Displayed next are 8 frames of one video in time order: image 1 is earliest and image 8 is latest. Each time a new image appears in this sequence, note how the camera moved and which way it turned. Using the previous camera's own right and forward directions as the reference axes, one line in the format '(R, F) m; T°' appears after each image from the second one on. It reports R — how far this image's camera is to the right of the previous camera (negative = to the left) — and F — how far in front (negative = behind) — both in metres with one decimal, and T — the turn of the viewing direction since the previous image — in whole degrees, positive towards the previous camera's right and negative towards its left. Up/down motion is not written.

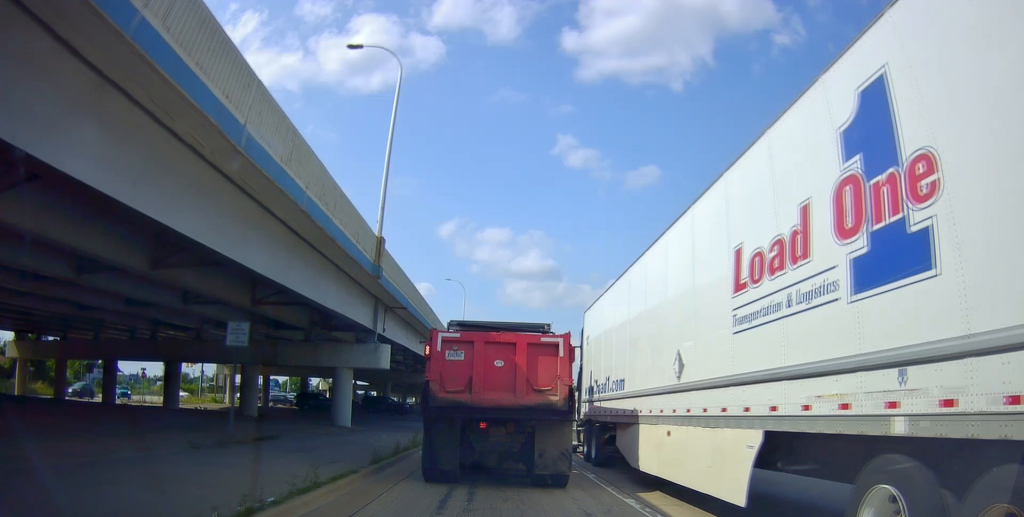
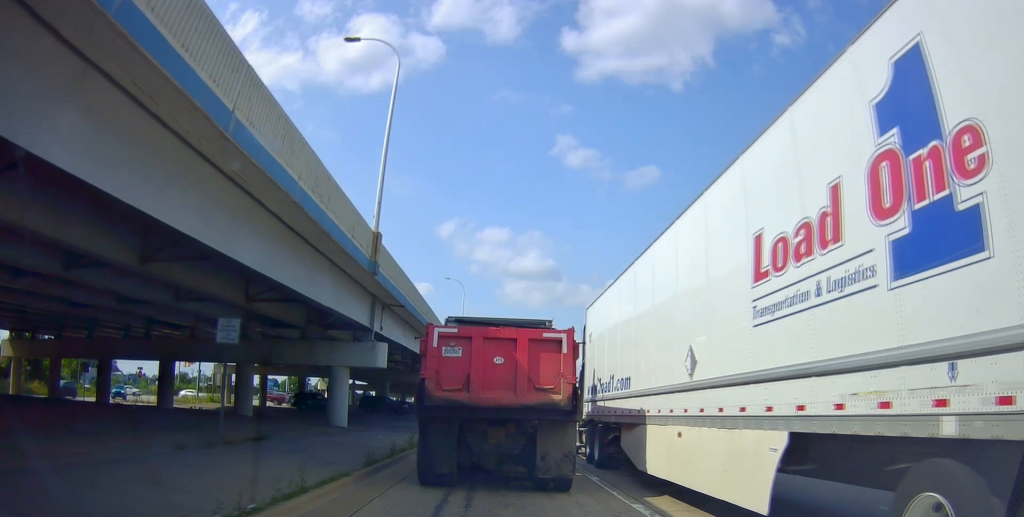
(+0.2, +0.6) m; 0°
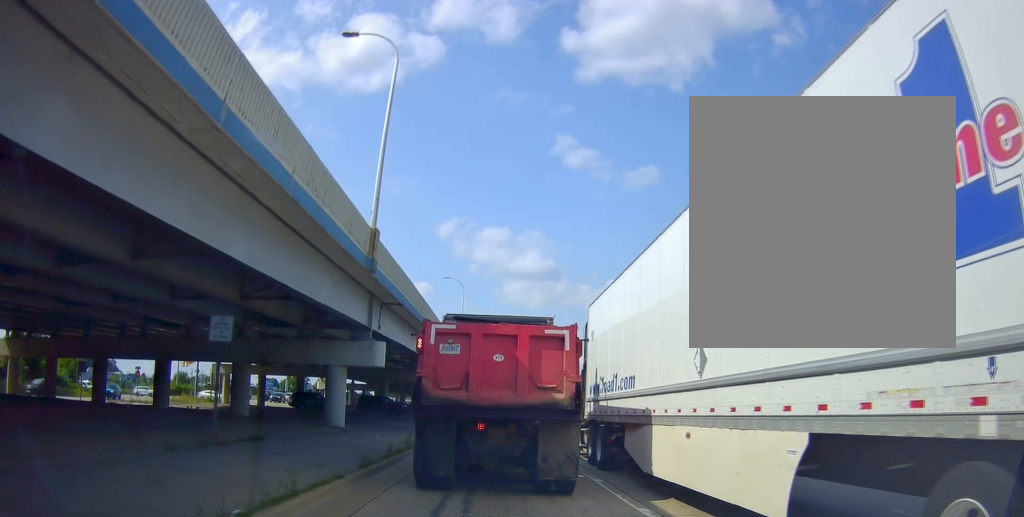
(+0.2, +0.6) m; 0°
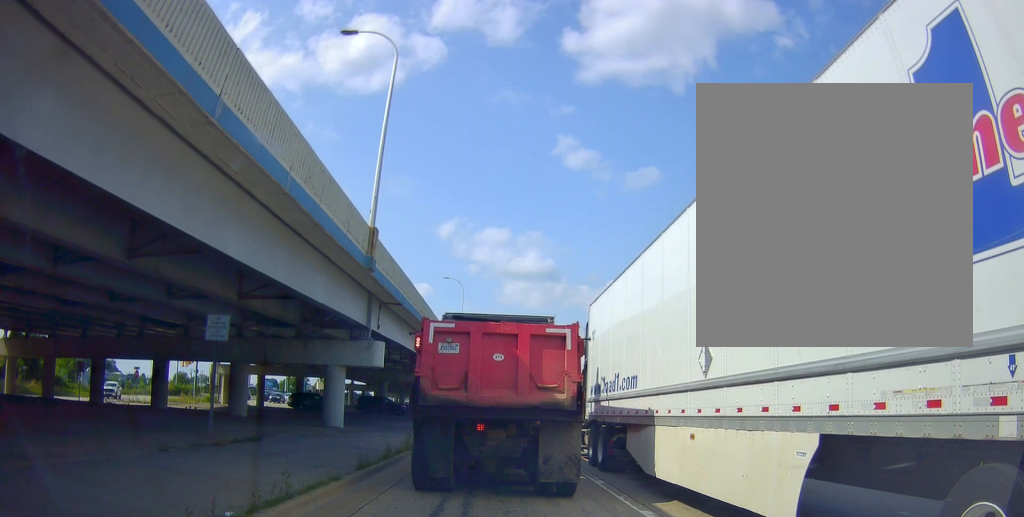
(-0.1, +1.3) m; 0°
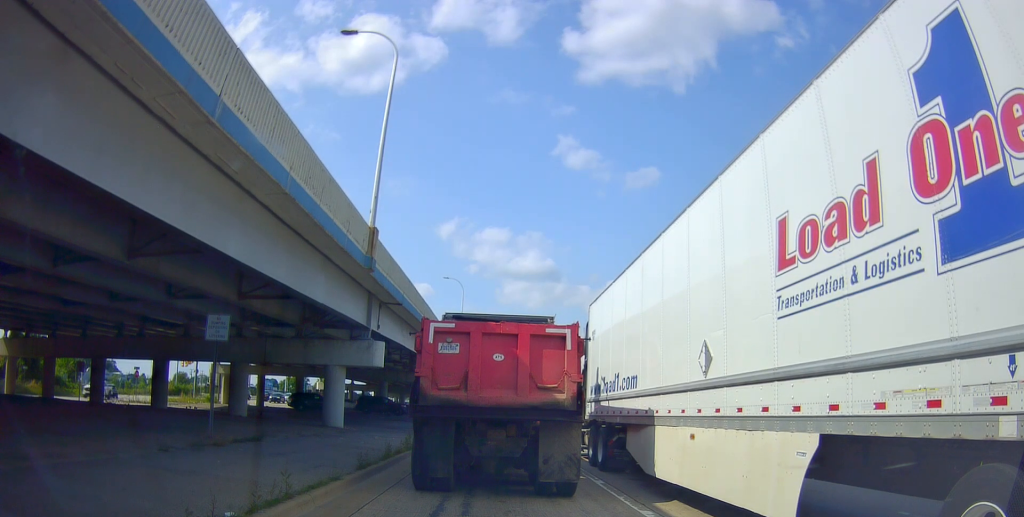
(0.0, 0.0) m; 0°
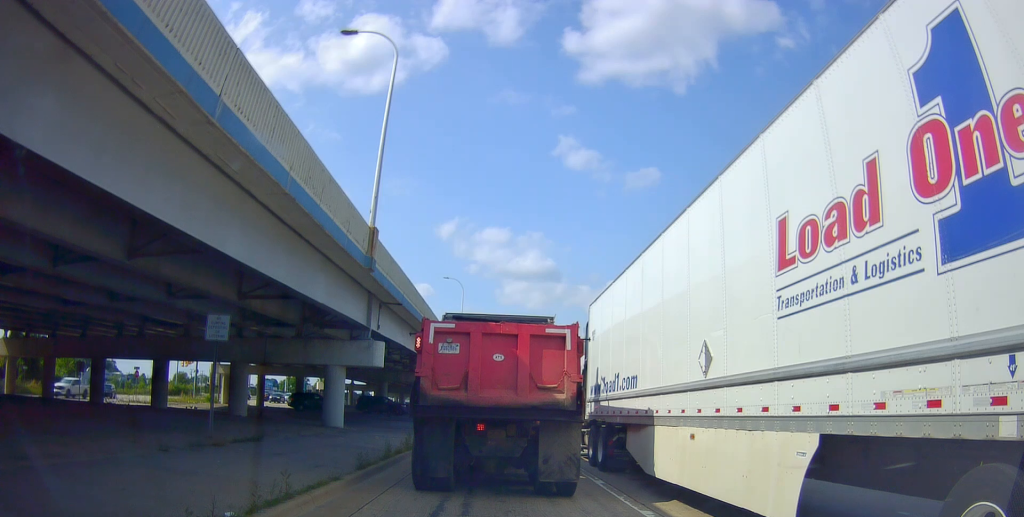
(0.0, 0.0) m; 0°
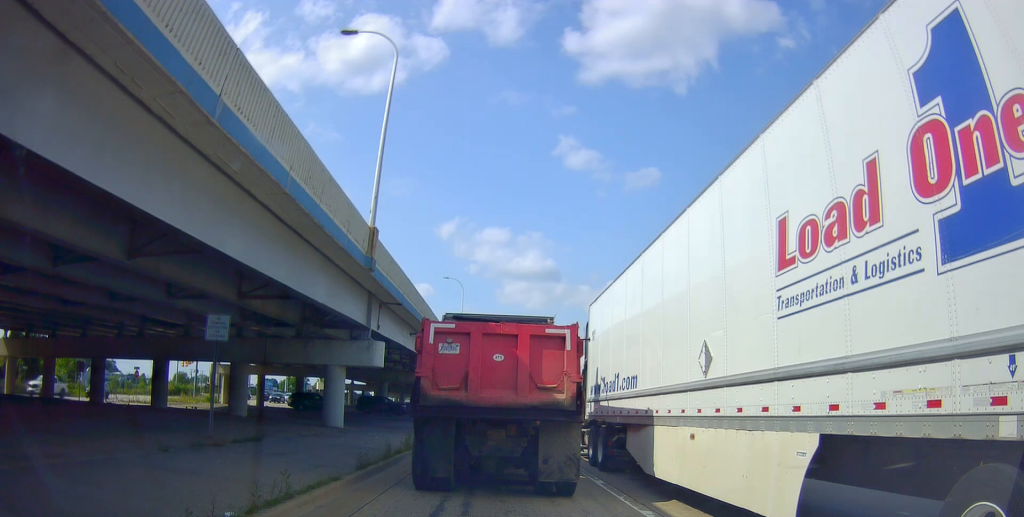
(0.0, 0.0) m; 0°
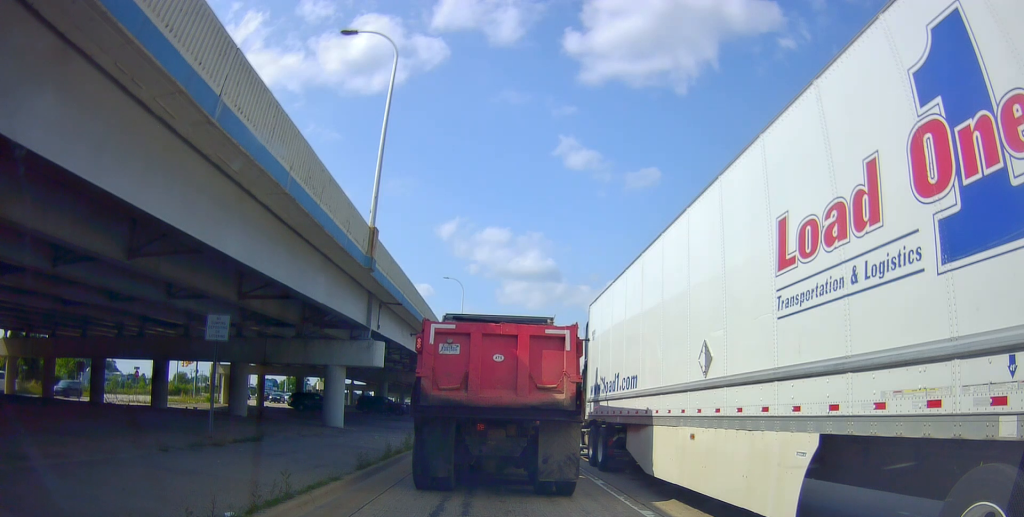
(0.0, 0.0) m; 0°
